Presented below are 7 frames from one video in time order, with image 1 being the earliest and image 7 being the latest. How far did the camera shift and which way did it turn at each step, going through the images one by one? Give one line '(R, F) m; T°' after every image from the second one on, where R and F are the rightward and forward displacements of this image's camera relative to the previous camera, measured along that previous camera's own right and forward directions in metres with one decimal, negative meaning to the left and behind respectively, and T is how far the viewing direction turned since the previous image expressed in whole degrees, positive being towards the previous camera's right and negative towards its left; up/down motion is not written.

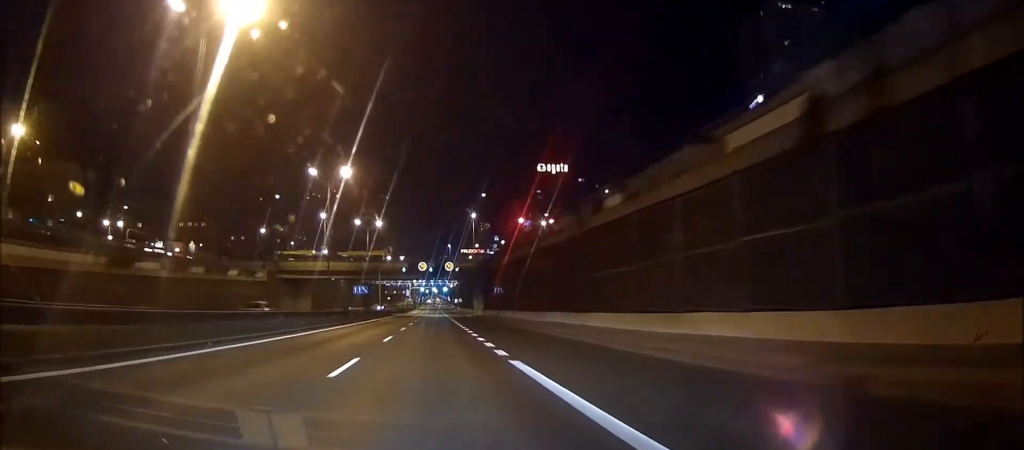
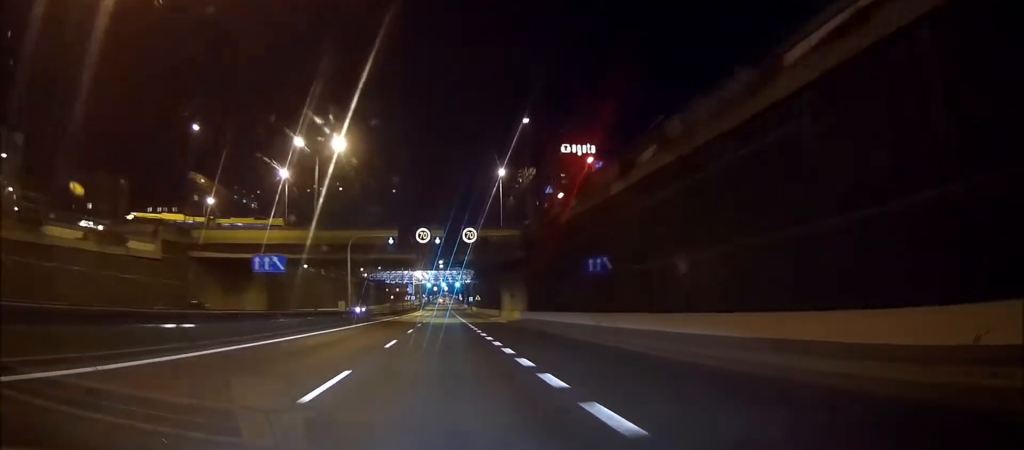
(+0.2, +38.6) m; 0°
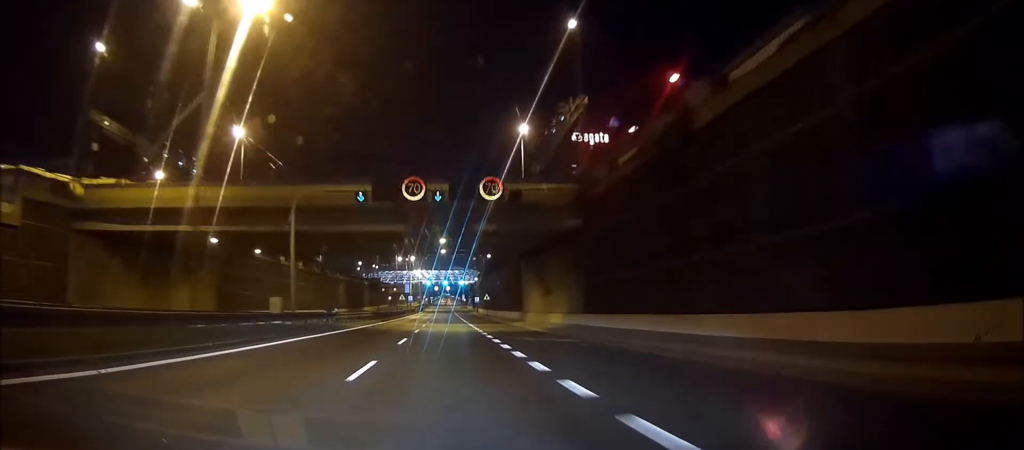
(-0.1, +21.2) m; -1°
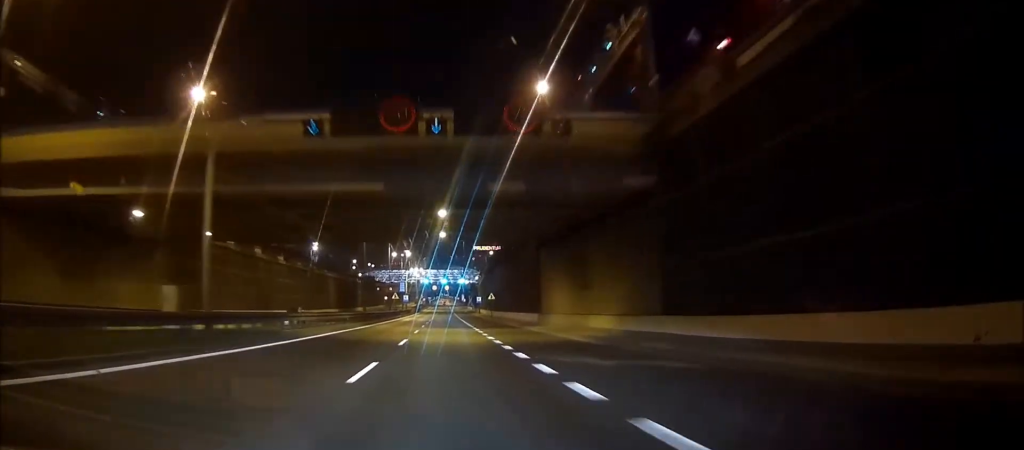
(-0.2, +12.4) m; 0°
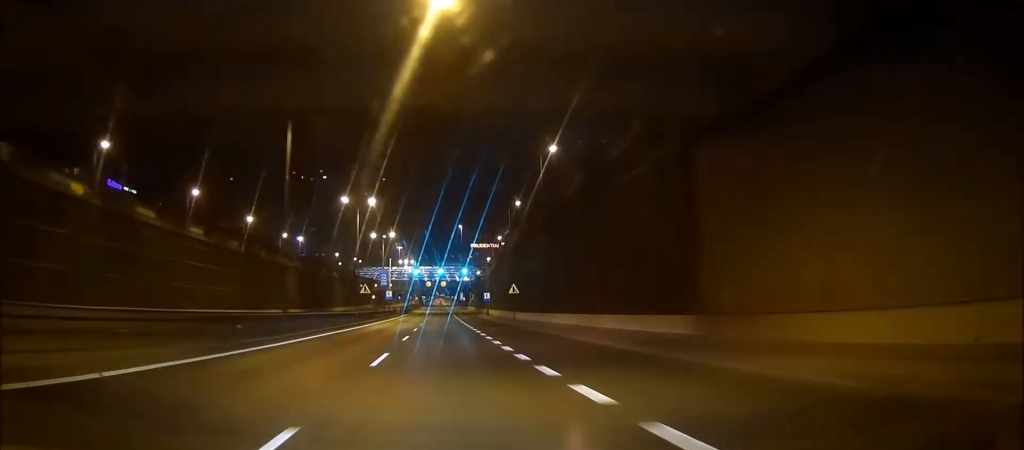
(+0.5, +33.2) m; +1°
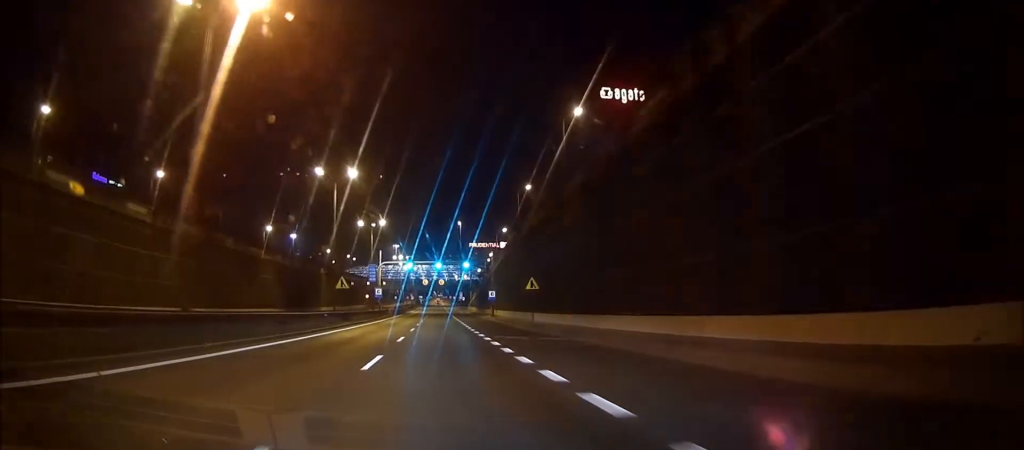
(-0.1, +13.4) m; 0°
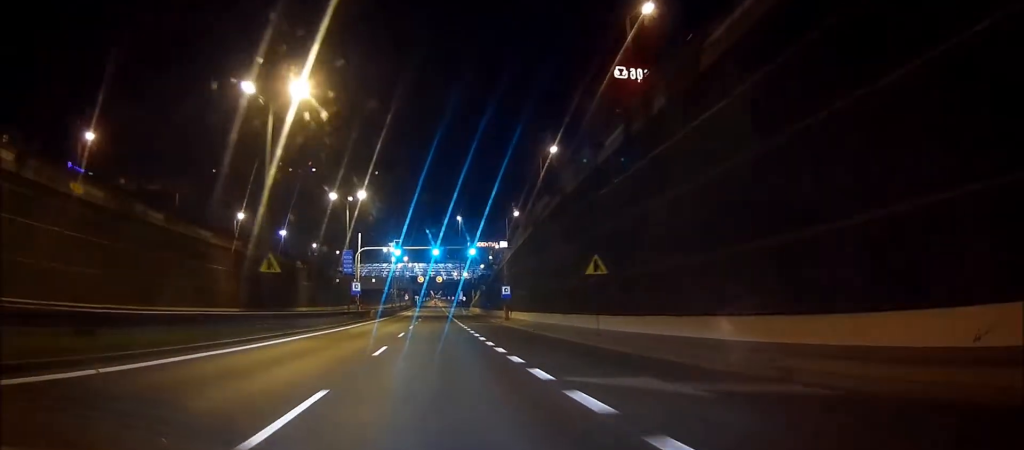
(+0.2, +20.3) m; 0°
